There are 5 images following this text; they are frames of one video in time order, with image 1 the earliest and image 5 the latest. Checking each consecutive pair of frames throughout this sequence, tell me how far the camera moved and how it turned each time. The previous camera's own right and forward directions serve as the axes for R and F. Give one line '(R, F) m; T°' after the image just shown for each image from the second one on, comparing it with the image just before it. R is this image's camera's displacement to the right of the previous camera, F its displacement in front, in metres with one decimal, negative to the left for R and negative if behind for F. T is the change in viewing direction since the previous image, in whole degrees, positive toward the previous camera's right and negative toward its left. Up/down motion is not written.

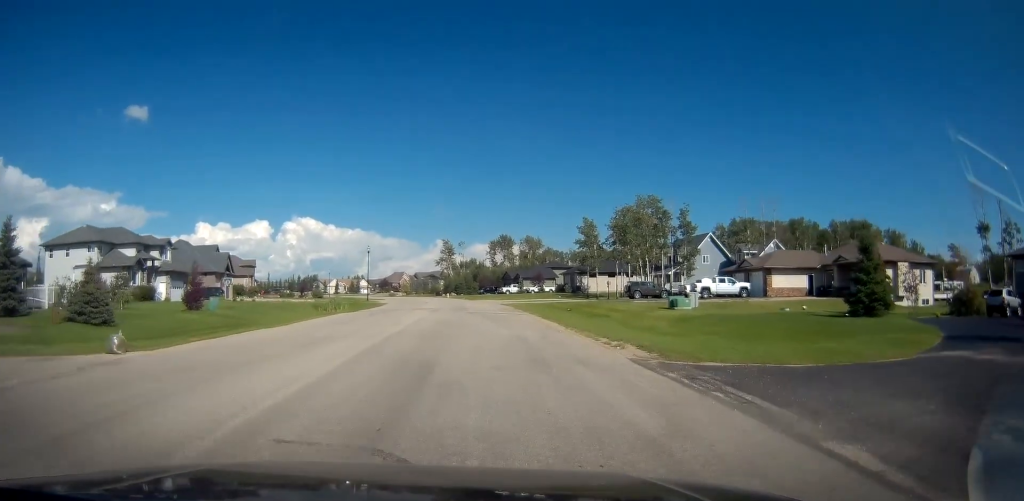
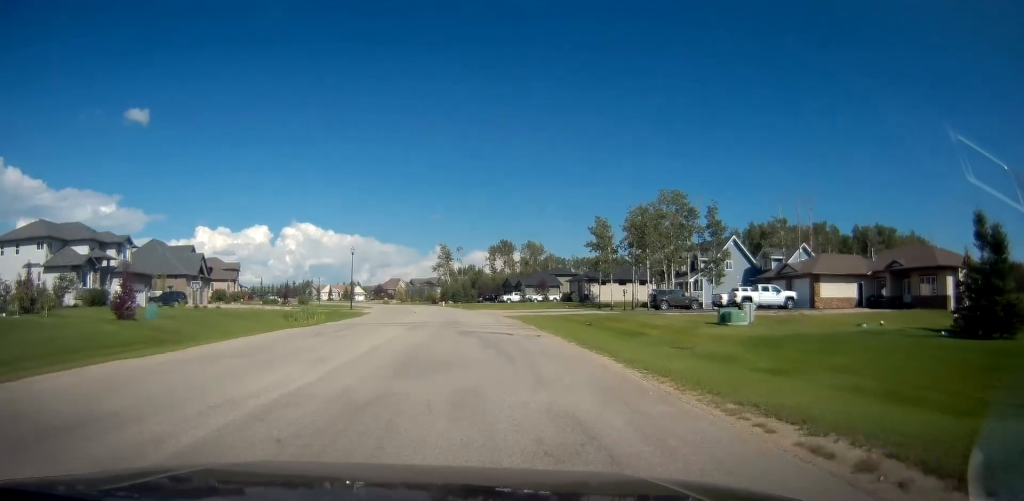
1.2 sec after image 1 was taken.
(-0.4, +9.1) m; -4°
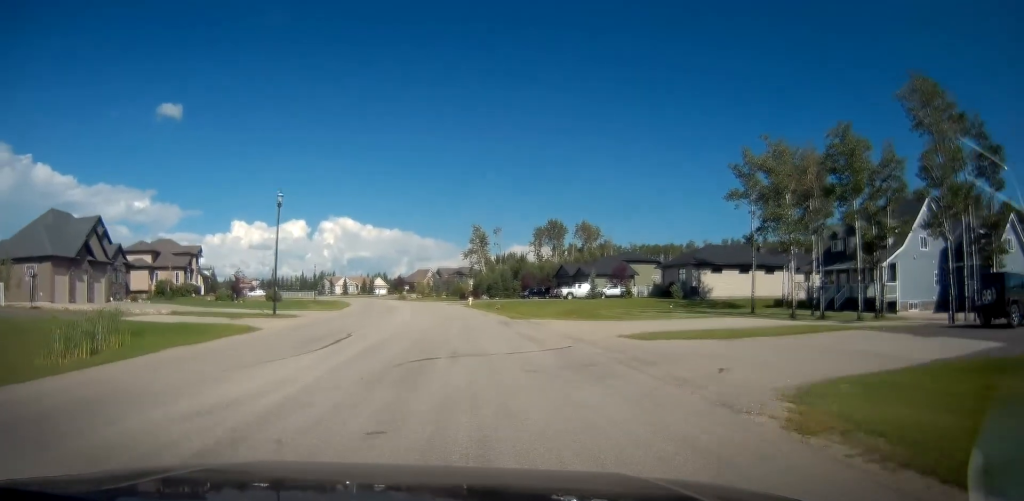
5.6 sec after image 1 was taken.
(-0.5, +34.9) m; -4°
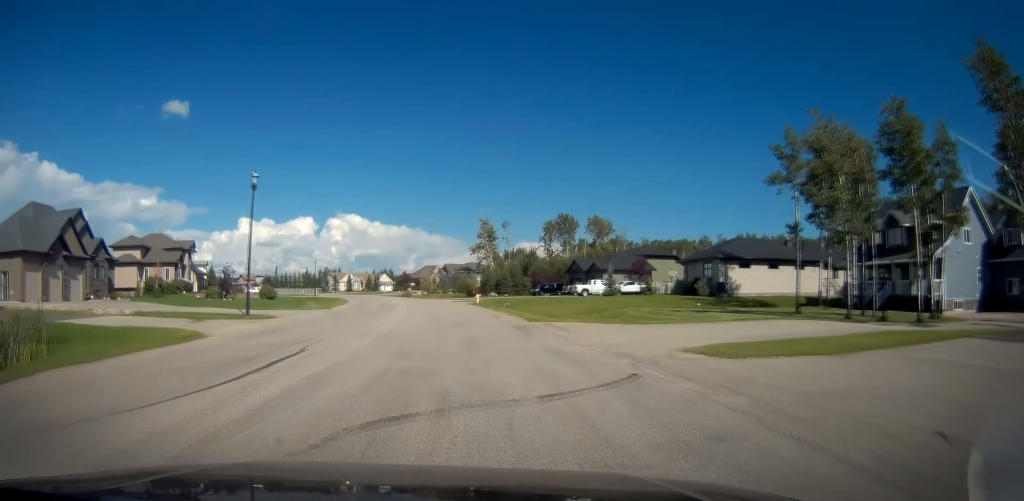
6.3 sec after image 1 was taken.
(-0.3, +5.2) m; 0°
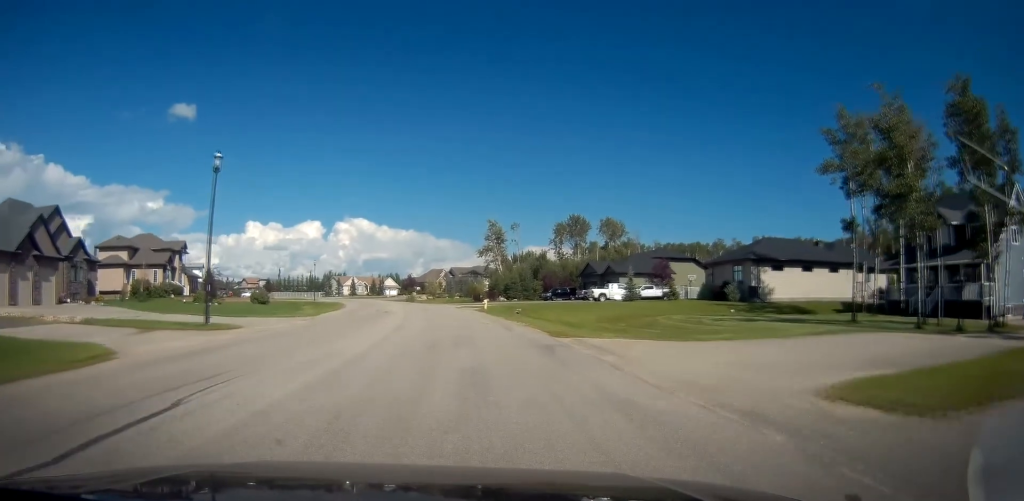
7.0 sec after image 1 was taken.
(+0.3, +5.4) m; 0°
